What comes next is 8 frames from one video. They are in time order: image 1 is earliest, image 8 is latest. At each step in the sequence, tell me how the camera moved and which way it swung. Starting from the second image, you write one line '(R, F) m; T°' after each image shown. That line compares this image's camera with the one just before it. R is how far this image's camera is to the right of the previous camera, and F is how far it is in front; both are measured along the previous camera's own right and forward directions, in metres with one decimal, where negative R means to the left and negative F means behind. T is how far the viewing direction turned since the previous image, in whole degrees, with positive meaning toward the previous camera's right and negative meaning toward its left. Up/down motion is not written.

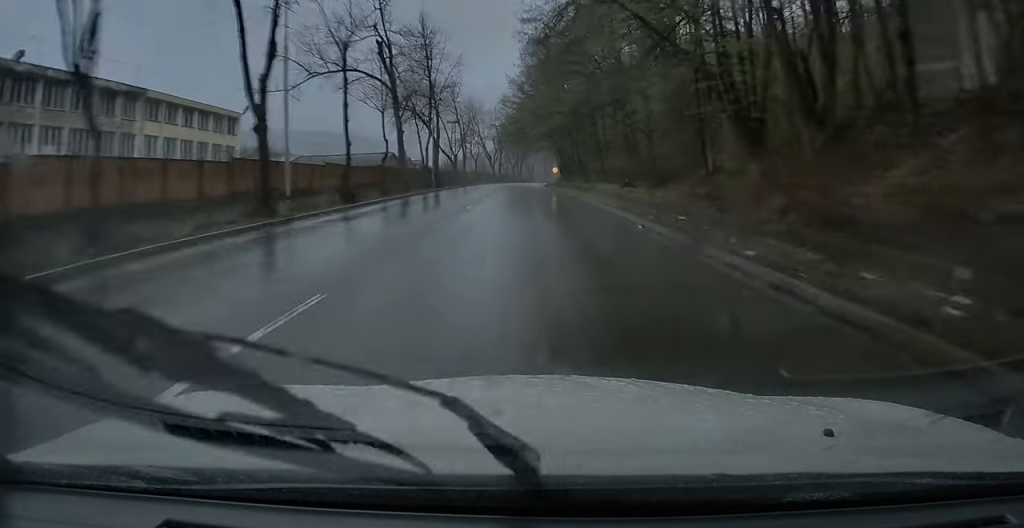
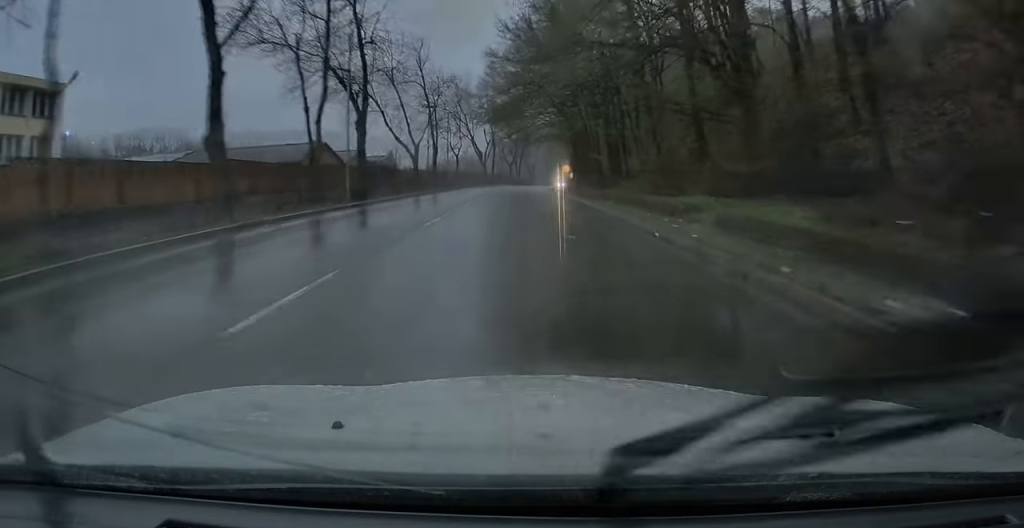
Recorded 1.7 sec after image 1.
(-0.8, +27.9) m; -4°
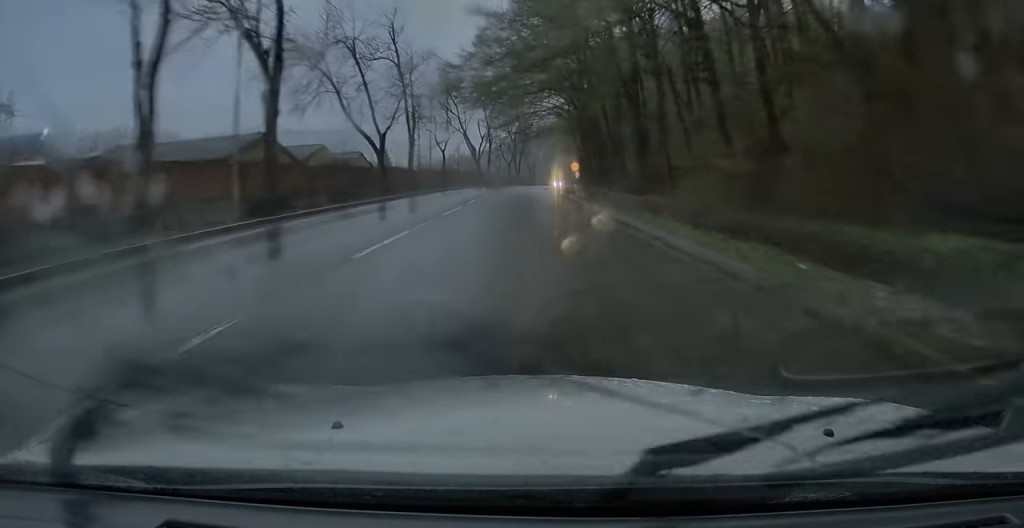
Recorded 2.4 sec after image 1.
(-0.3, +12.1) m; 0°
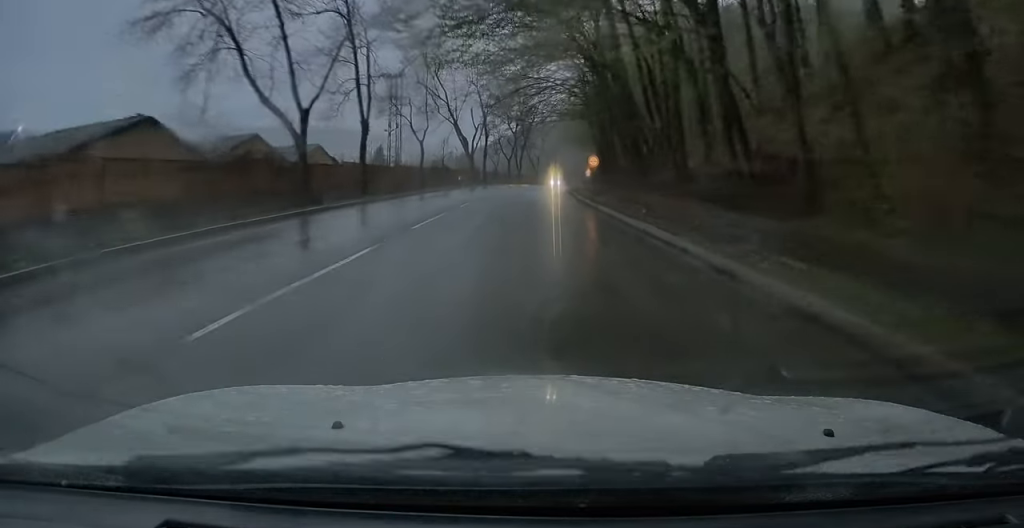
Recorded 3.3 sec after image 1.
(+0.1, +14.1) m; +1°
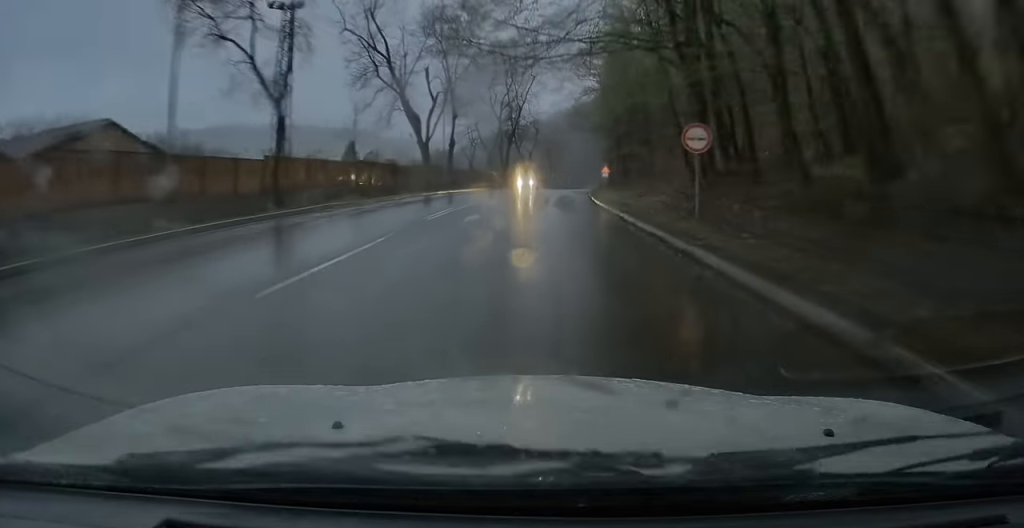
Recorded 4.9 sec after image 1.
(+0.5, +26.9) m; +2°
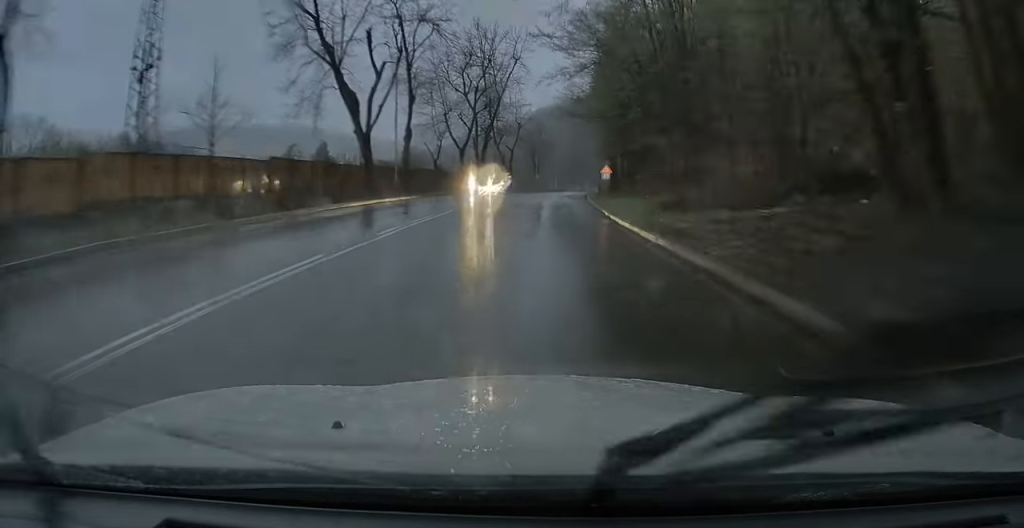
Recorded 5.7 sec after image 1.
(+0.1, +12.5) m; +1°
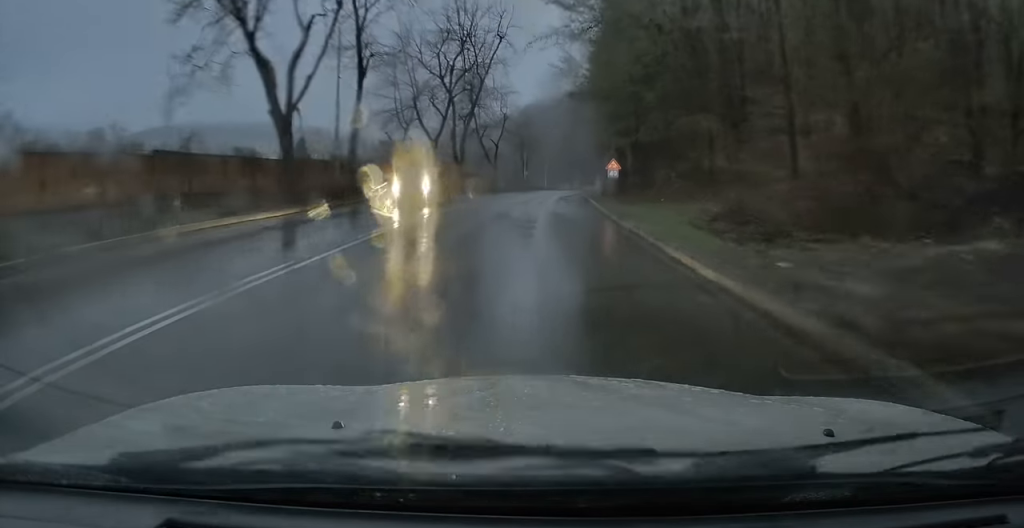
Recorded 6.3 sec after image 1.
(0.0, +9.9) m; +1°
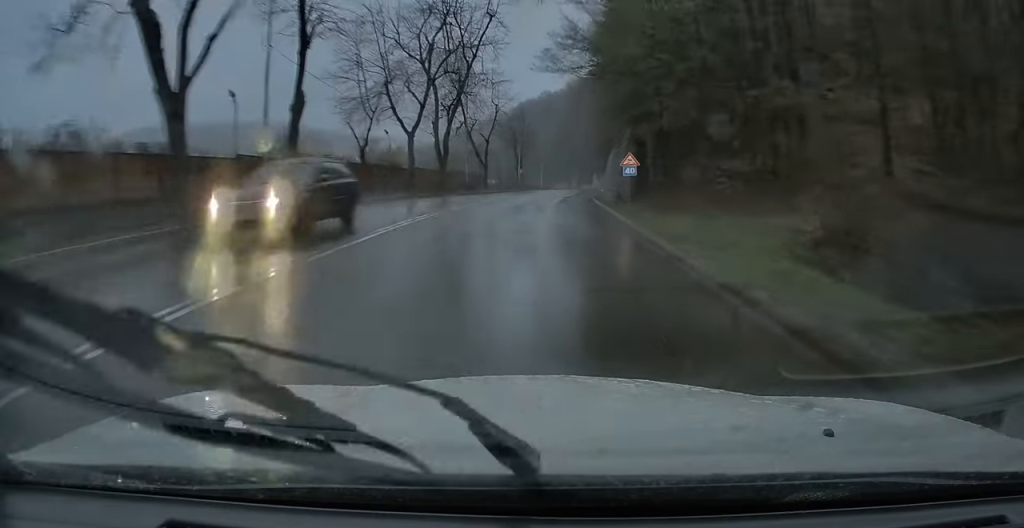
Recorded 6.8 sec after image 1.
(0.0, +7.7) m; +1°
